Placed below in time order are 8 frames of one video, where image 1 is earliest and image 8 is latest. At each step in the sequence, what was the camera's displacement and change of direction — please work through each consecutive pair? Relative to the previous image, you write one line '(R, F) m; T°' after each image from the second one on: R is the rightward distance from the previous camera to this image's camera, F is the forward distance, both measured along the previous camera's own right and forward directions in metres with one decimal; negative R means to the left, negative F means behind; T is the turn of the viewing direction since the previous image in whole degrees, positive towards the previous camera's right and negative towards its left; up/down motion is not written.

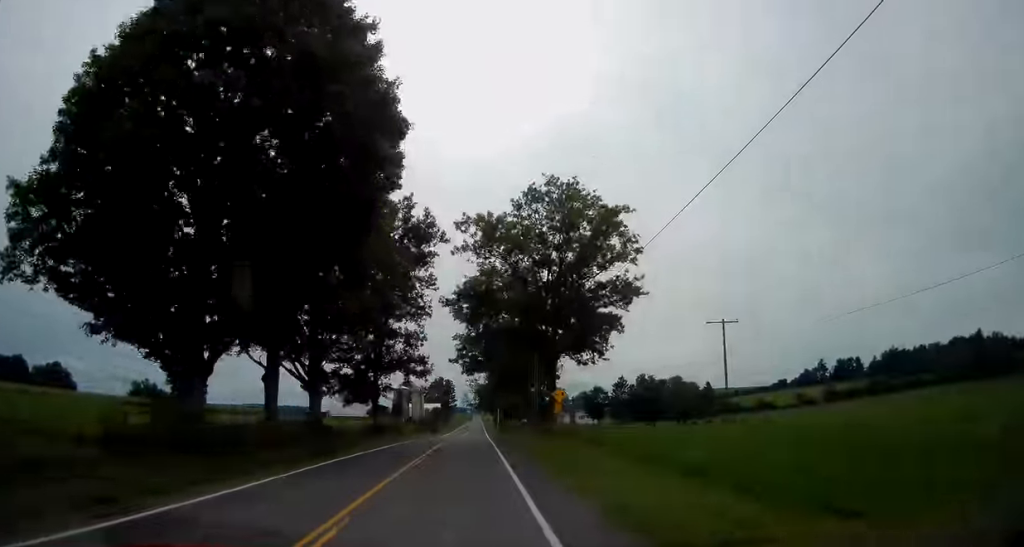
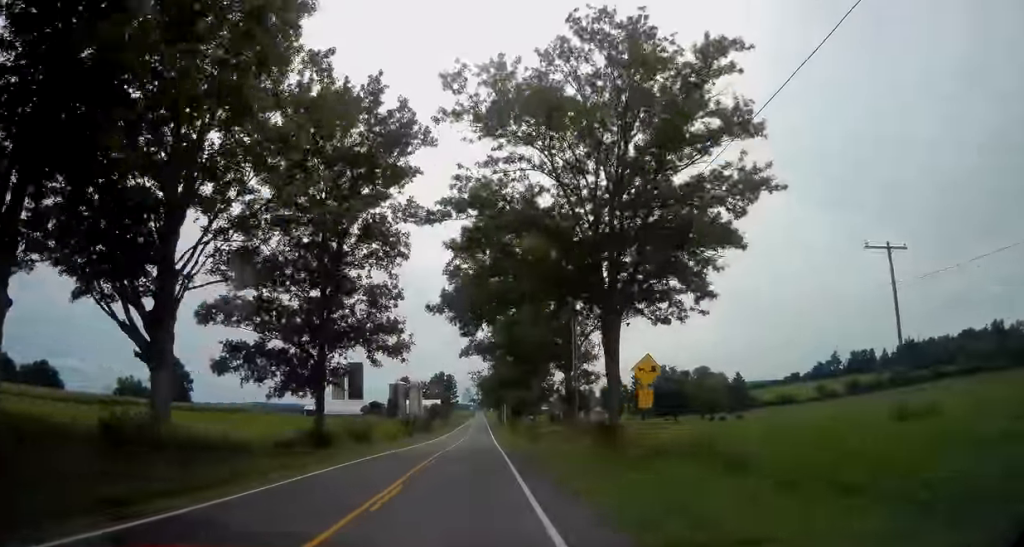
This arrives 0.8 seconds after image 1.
(+0.2, +19.3) m; 0°
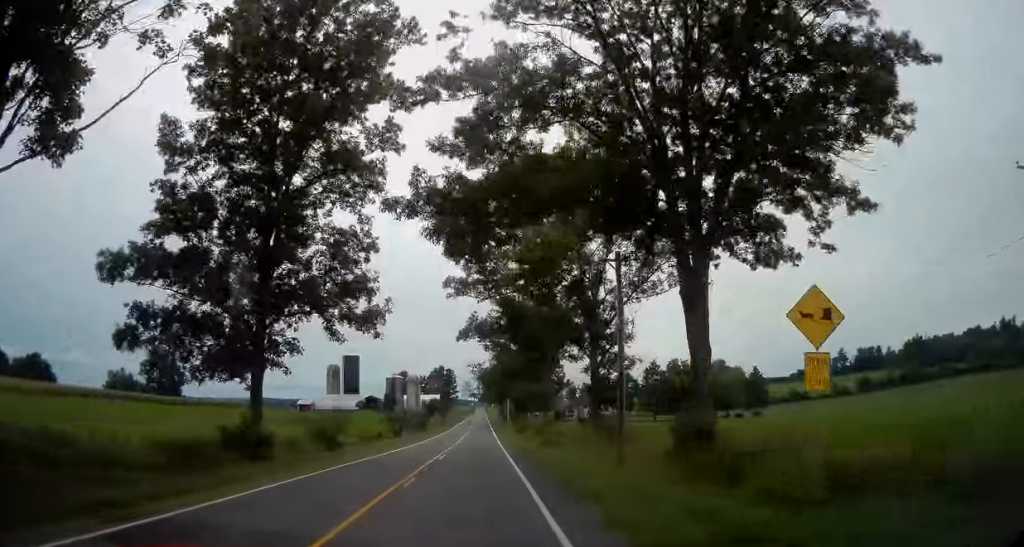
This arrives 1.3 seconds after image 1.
(-0.1, +10.0) m; 0°
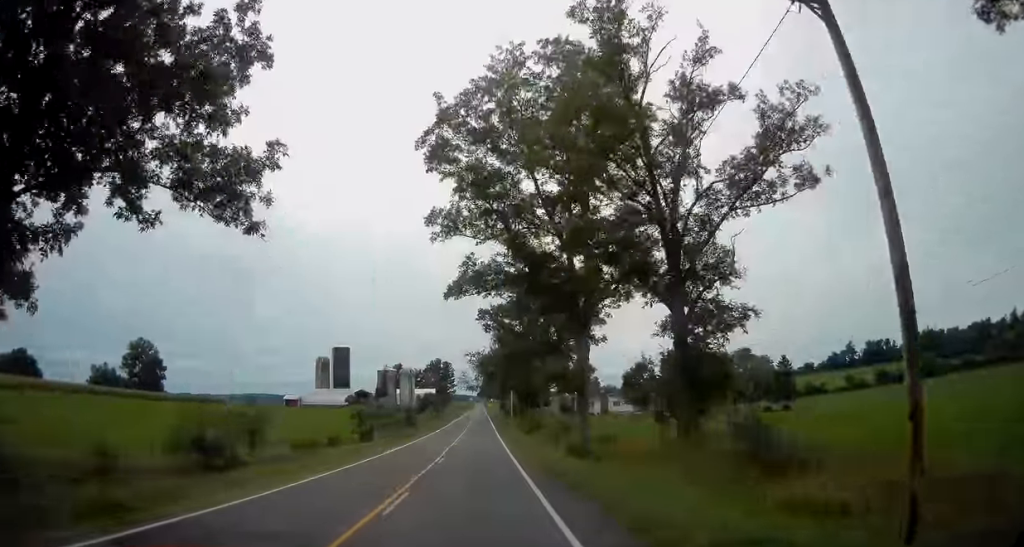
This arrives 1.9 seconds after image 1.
(-0.1, +15.4) m; 0°
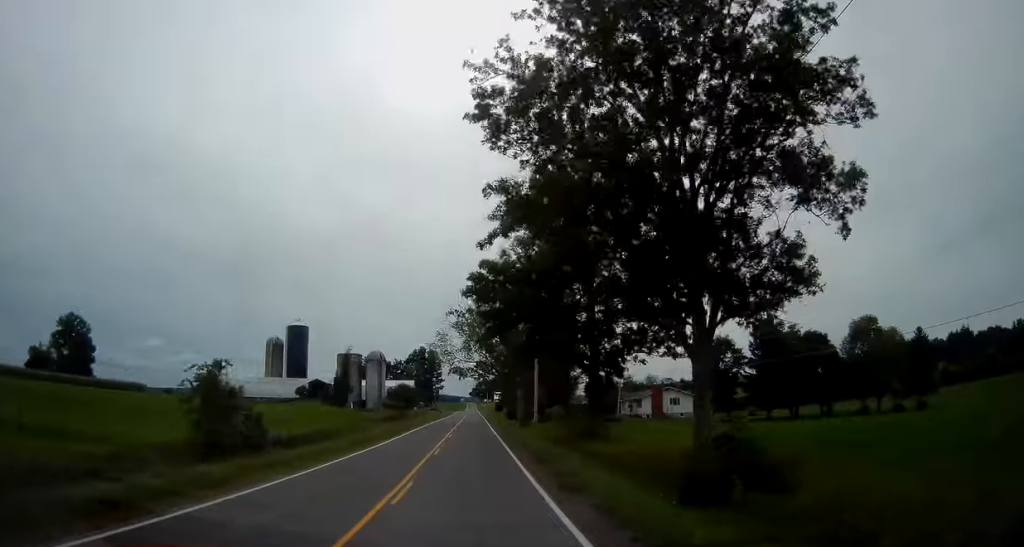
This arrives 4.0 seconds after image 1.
(+0.3, +49.0) m; +1°
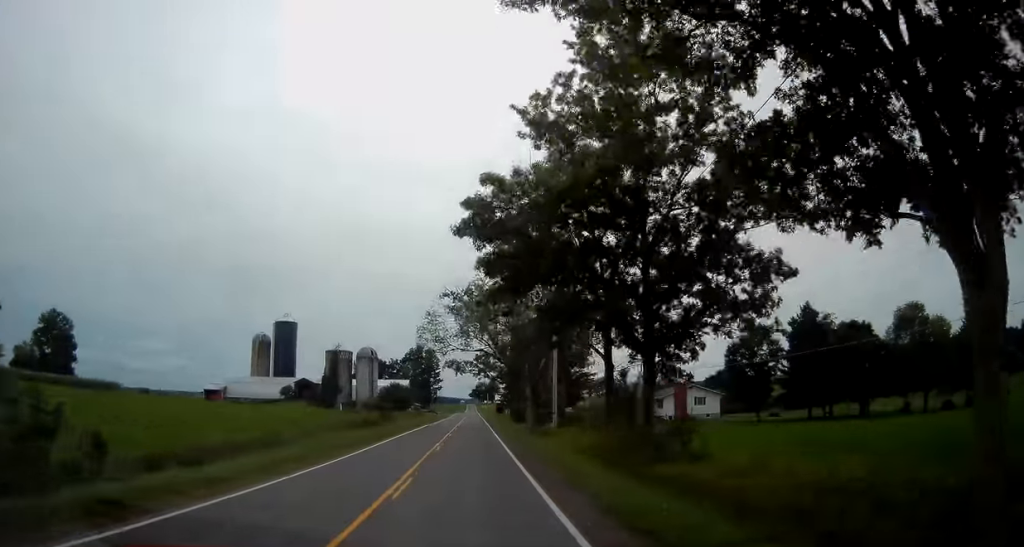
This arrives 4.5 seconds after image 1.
(+0.1, +11.7) m; 0°
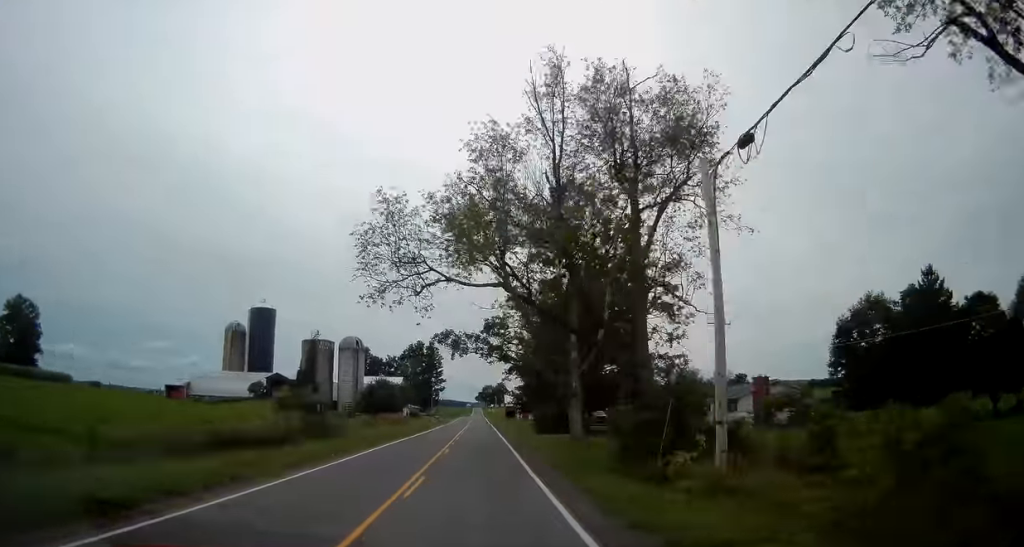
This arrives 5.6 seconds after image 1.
(-0.2, +24.2) m; 0°
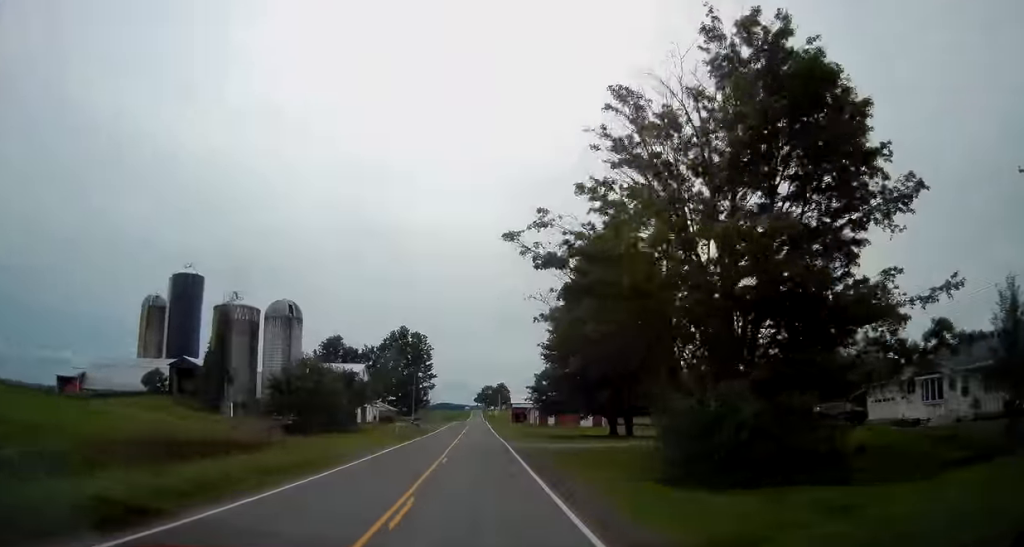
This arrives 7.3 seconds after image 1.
(+0.1, +40.0) m; 0°
